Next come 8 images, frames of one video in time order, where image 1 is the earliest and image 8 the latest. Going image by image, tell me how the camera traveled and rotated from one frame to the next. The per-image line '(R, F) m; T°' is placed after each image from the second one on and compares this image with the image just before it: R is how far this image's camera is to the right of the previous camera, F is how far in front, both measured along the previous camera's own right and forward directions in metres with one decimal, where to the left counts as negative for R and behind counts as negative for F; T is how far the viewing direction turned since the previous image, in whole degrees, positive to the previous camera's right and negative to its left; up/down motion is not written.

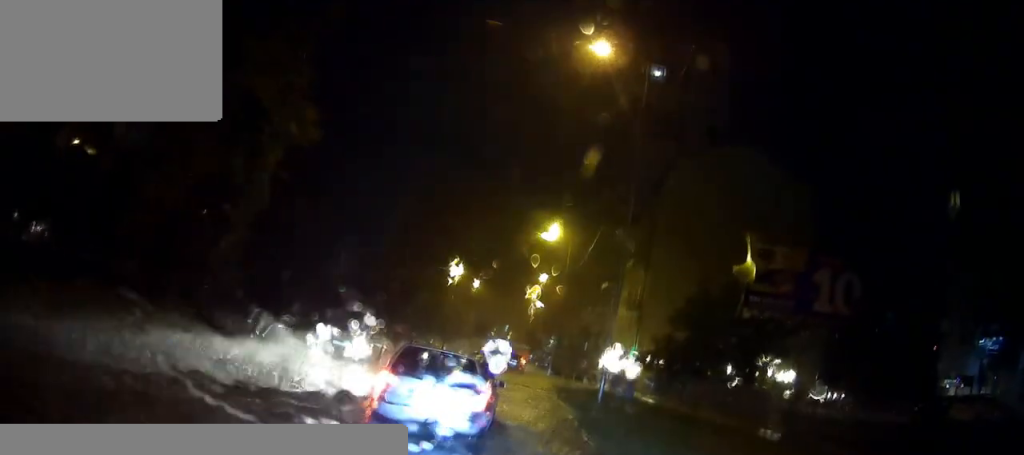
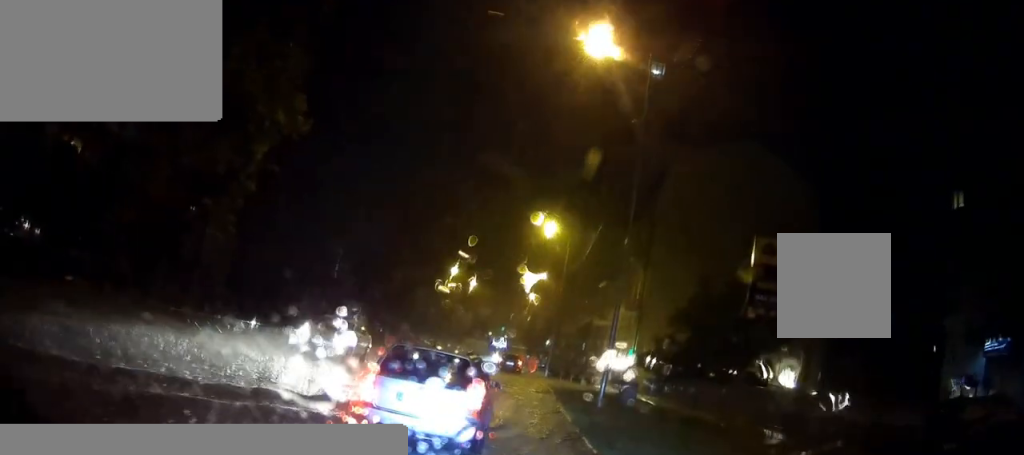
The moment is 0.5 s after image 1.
(+0.1, +1.0) m; -1°
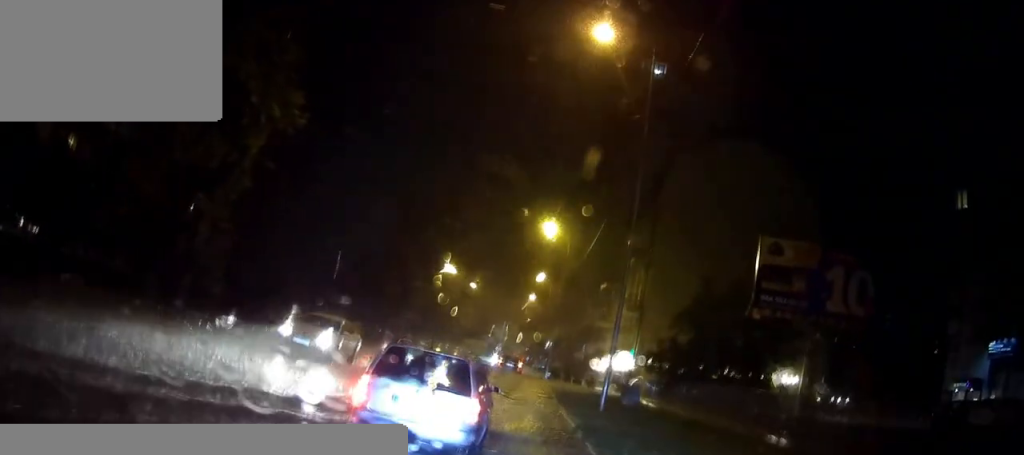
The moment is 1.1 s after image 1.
(-0.2, +0.9) m; -4°
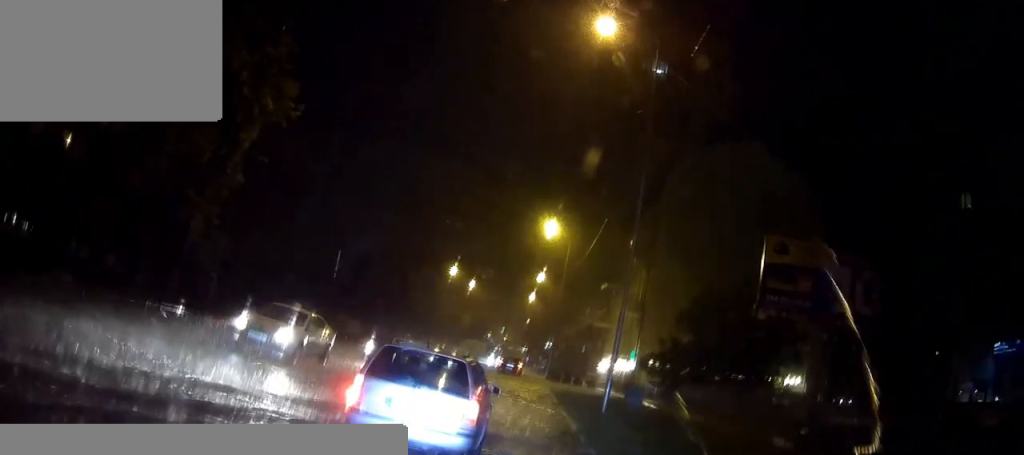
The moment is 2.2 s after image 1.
(0.0, +1.4) m; -2°
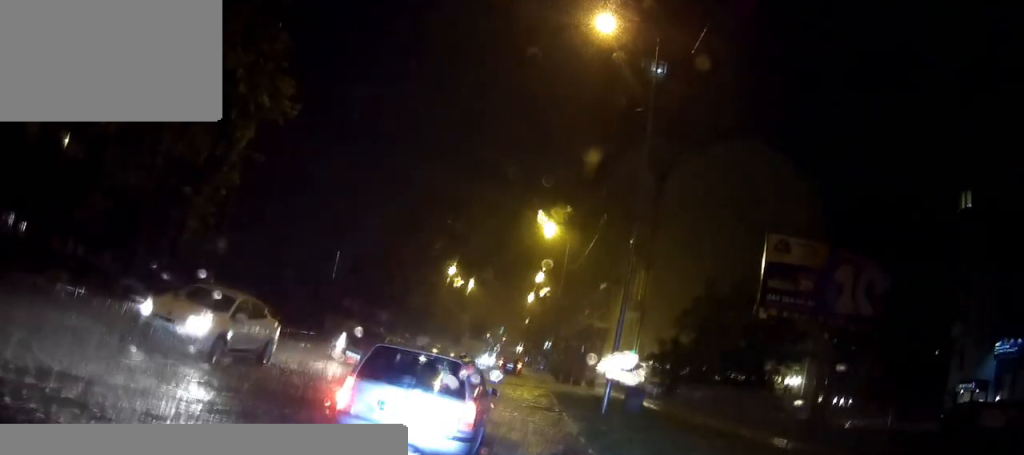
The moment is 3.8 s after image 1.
(-0.1, +1.5) m; 0°
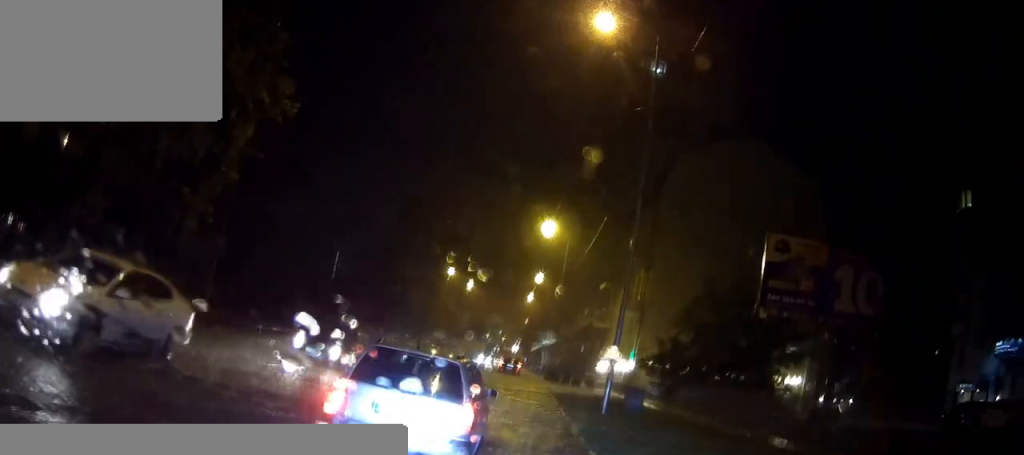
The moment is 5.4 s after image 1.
(0.0, +1.2) m; 0°
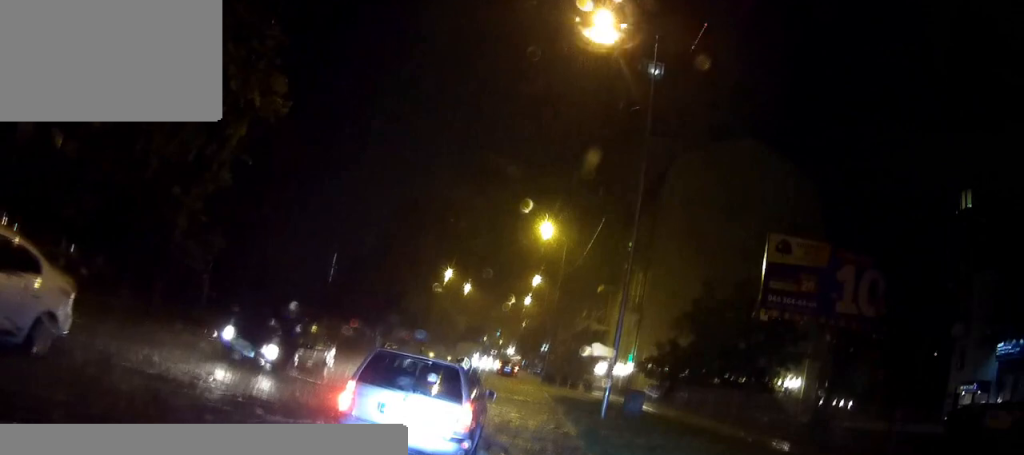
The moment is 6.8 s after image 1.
(+0.2, +0.4) m; 0°
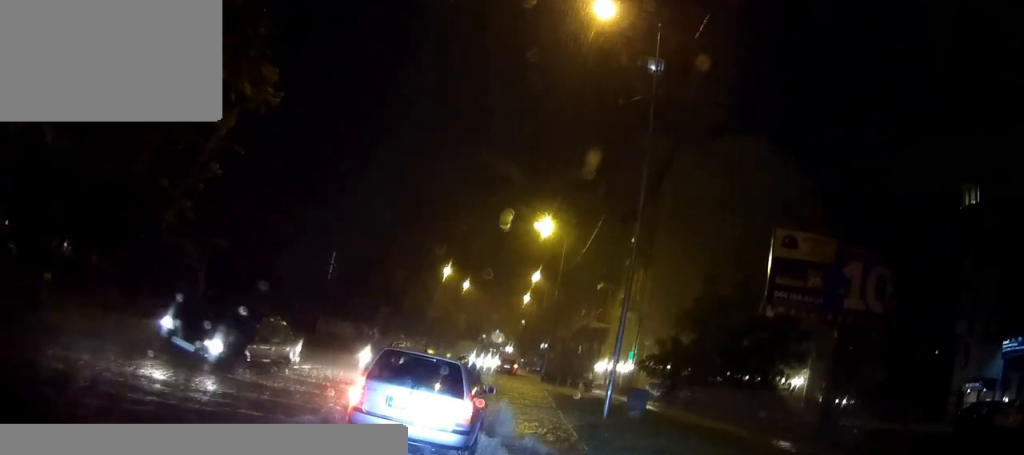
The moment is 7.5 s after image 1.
(0.0, +0.2) m; 0°
